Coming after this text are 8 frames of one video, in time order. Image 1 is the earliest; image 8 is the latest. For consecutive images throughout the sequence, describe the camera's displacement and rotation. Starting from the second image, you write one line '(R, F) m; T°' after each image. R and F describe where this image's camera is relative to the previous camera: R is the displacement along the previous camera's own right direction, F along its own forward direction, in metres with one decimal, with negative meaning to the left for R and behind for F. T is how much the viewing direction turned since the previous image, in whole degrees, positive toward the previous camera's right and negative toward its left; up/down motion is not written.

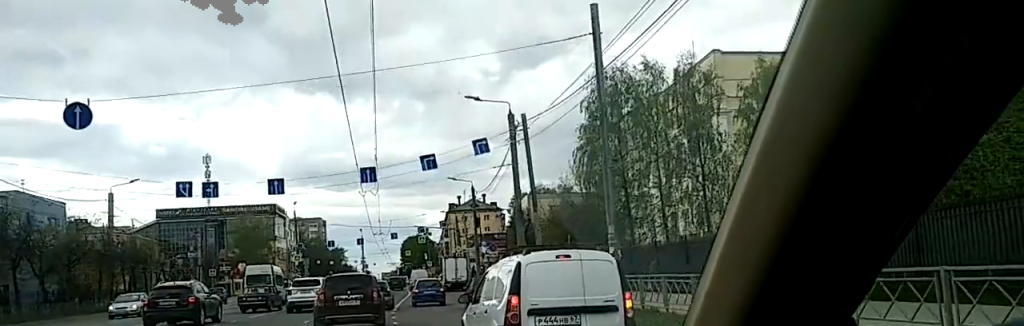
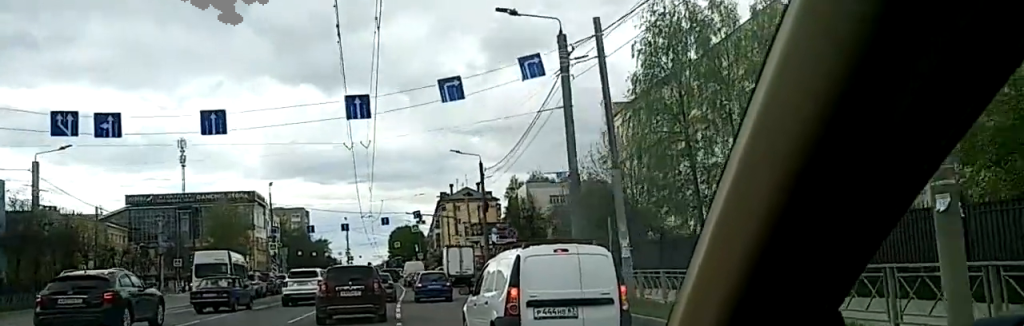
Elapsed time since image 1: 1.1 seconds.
(0.0, +12.7) m; 0°
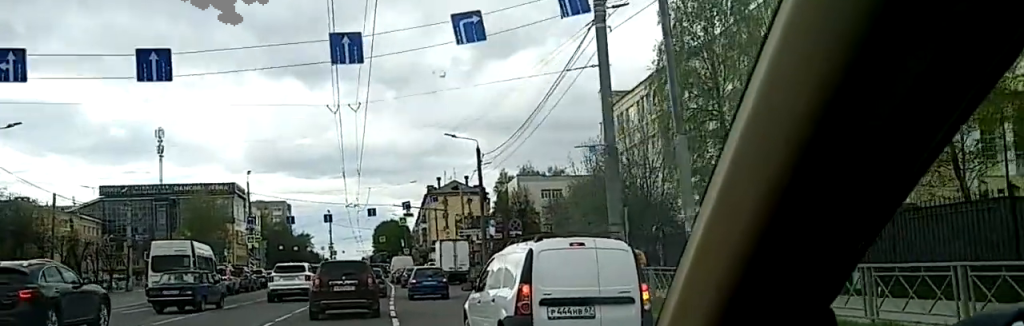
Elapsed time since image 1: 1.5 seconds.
(0.0, +5.3) m; 0°
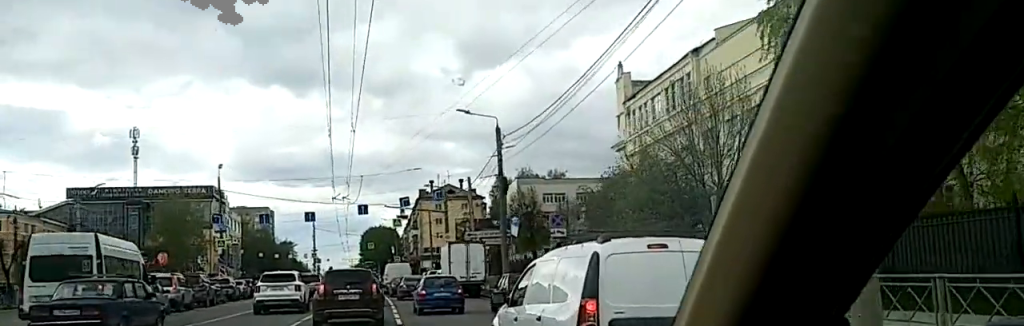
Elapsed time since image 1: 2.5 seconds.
(0.0, +11.5) m; 0°
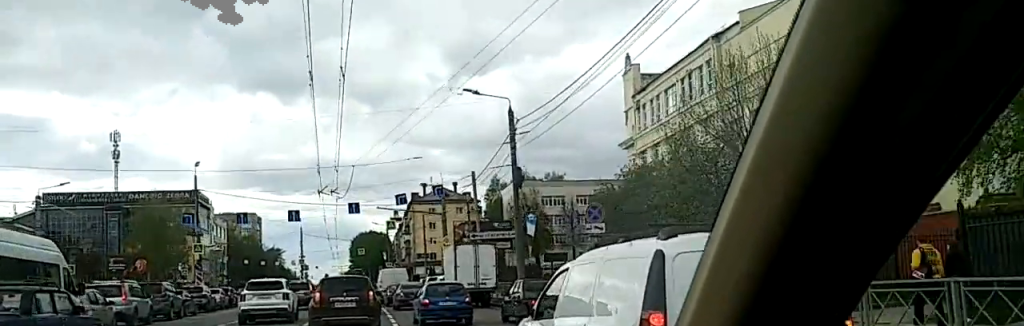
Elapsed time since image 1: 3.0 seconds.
(0.0, +6.2) m; 0°
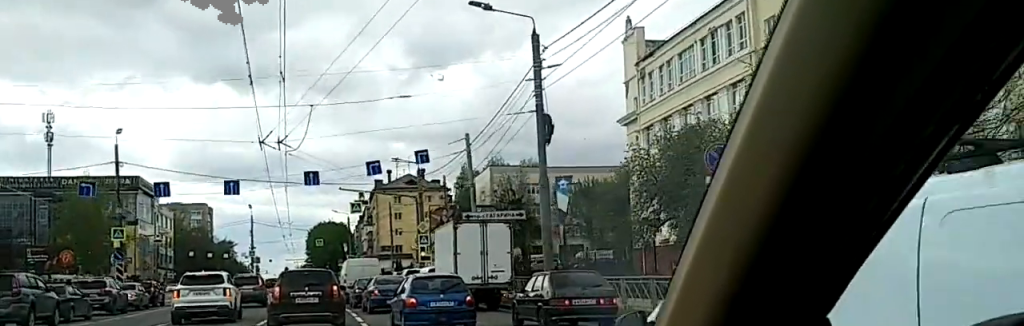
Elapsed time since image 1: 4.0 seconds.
(0.0, +11.8) m; +2°
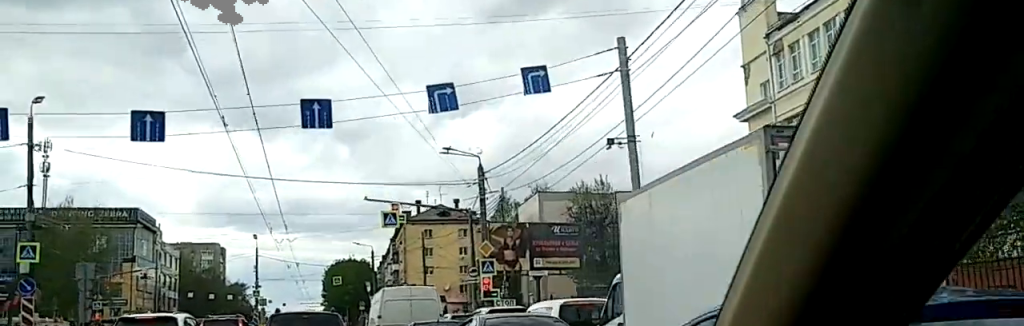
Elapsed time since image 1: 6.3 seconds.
(+1.2, +21.3) m; +1°
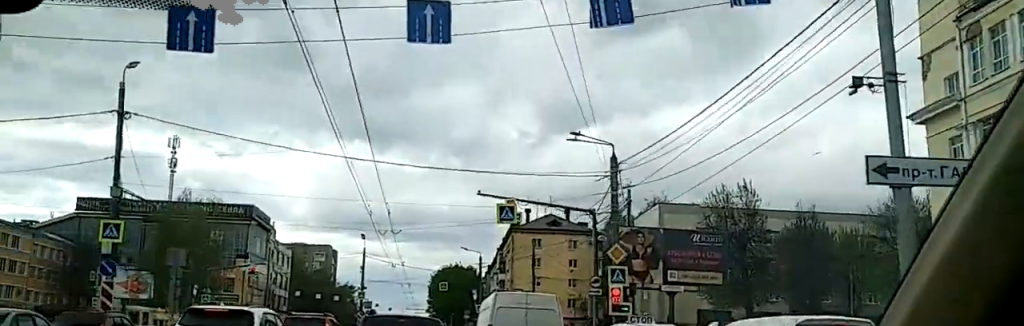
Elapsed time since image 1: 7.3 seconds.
(-0.4, +6.9) m; -3°
